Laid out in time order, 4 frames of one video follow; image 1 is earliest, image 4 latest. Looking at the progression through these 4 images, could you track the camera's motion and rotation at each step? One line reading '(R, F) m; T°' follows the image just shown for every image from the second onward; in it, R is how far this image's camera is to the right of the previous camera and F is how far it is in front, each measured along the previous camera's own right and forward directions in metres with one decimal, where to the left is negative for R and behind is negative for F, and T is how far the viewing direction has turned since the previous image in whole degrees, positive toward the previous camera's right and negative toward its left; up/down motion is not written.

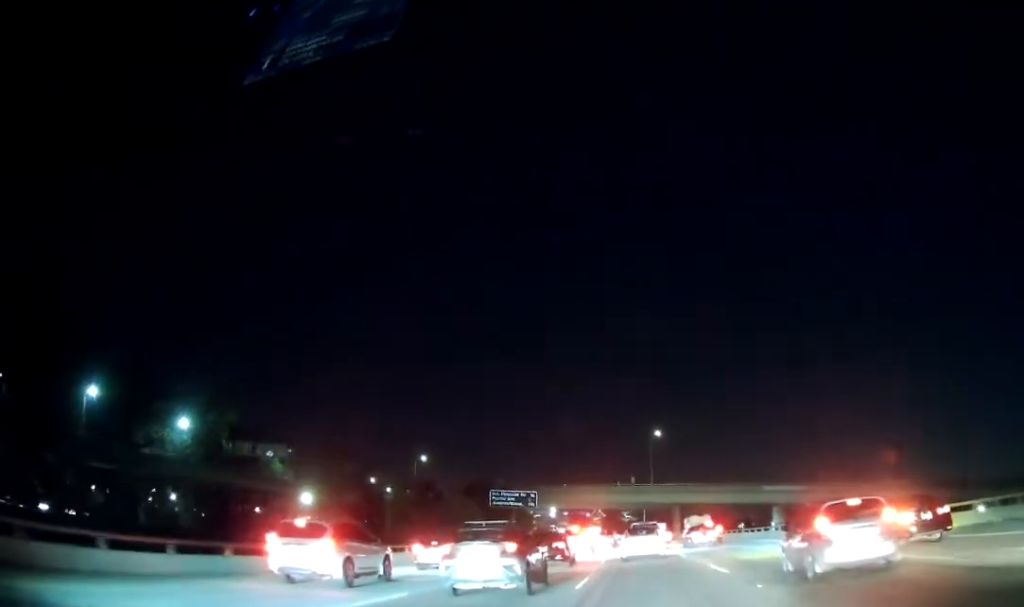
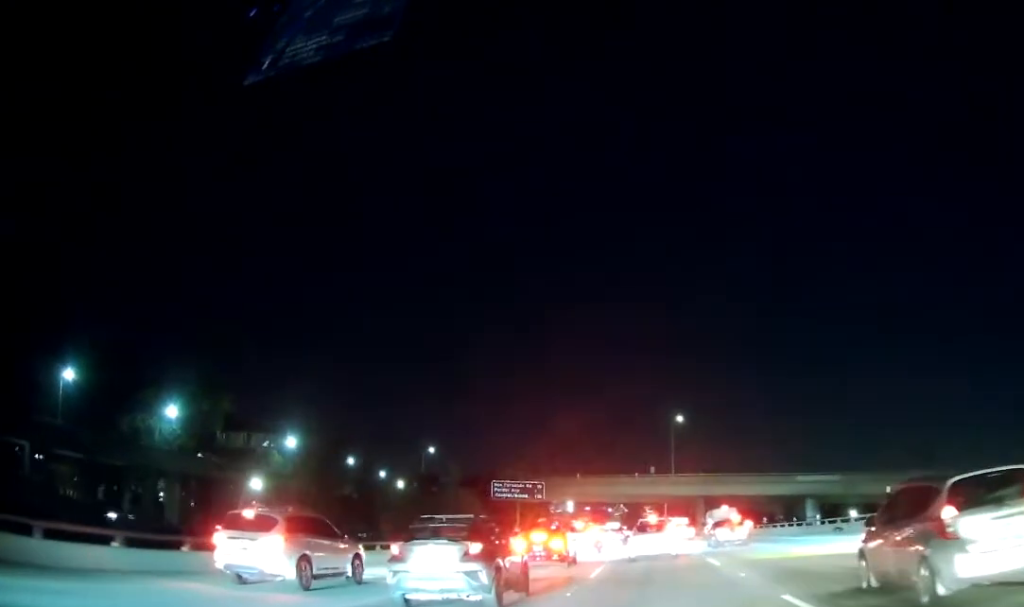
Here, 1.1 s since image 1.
(-0.2, +13.7) m; -1°
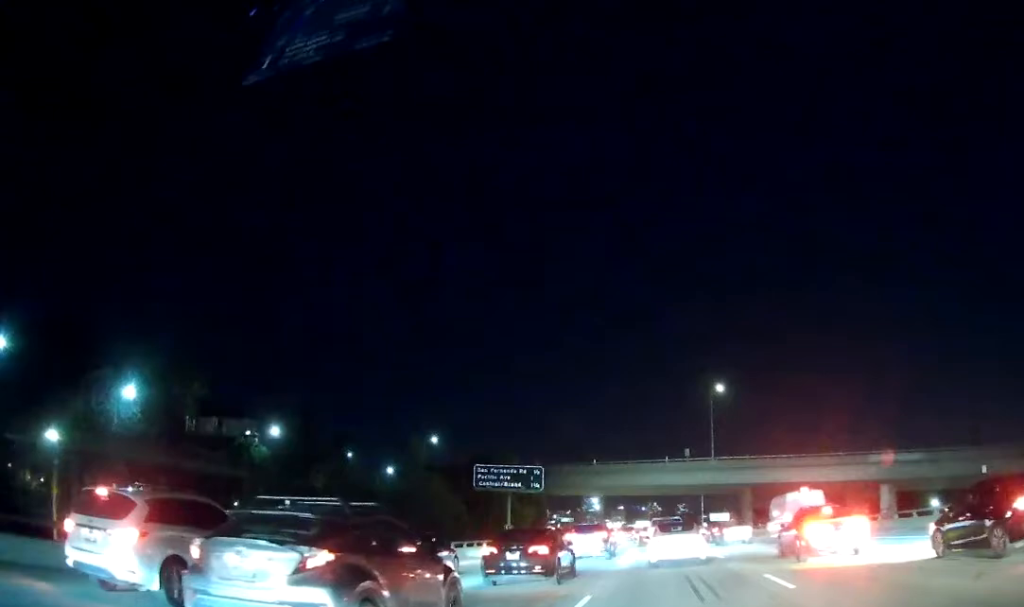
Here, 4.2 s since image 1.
(-0.9, +26.7) m; -4°
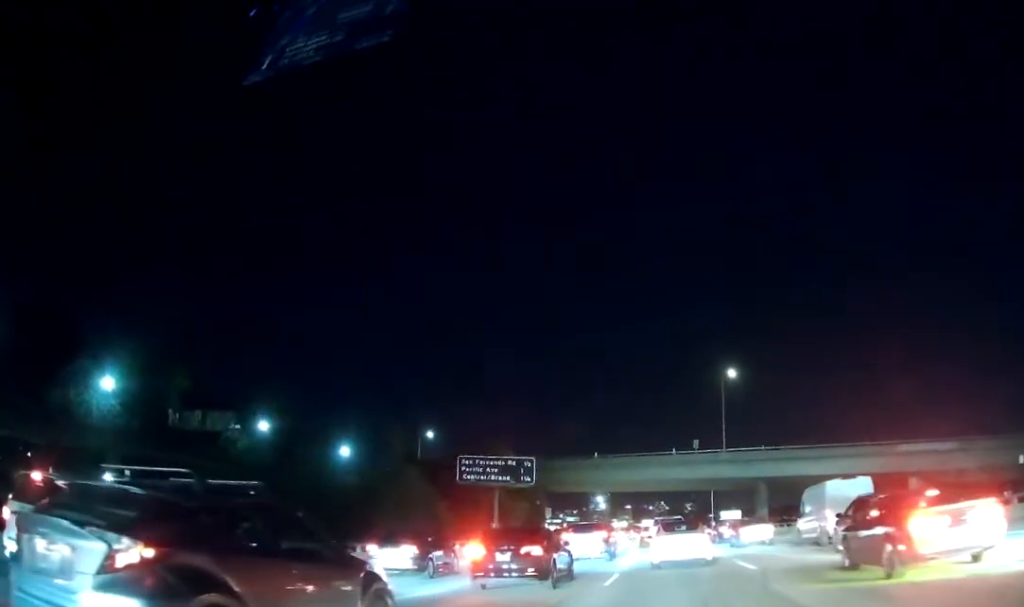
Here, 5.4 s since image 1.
(-0.2, +8.5) m; -2°
